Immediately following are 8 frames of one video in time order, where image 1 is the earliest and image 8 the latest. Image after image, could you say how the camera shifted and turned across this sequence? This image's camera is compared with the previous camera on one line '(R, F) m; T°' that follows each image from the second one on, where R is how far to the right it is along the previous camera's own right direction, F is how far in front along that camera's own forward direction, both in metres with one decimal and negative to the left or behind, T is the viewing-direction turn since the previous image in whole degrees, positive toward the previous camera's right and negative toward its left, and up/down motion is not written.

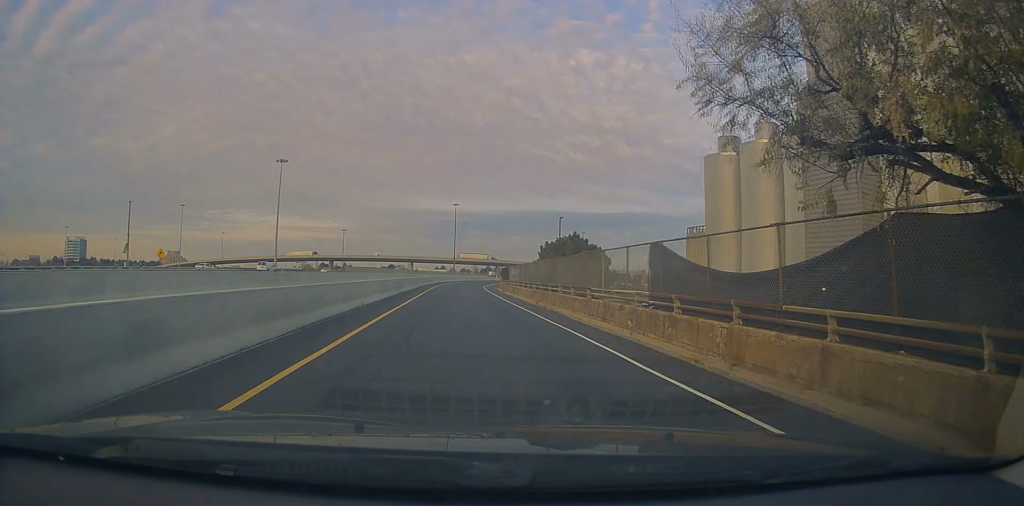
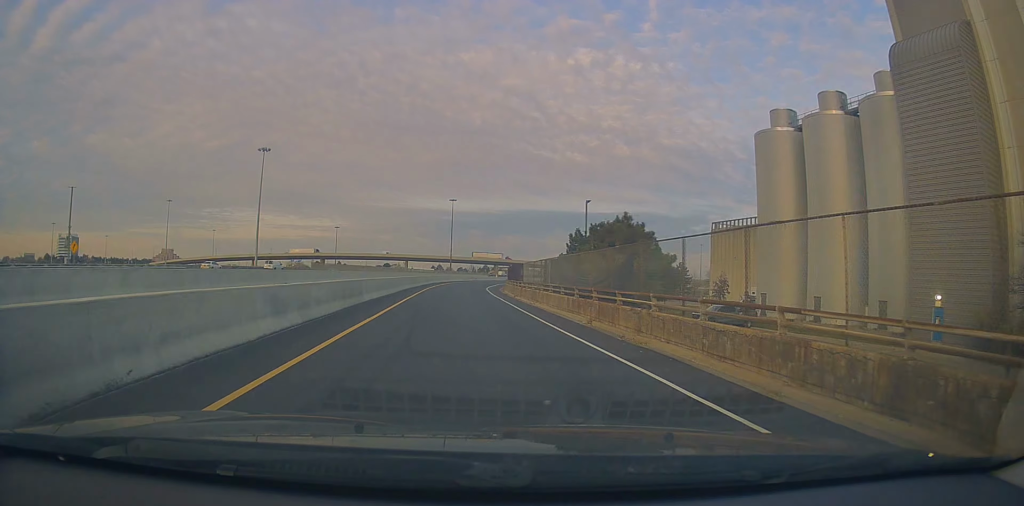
(0.0, +14.1) m; +1°
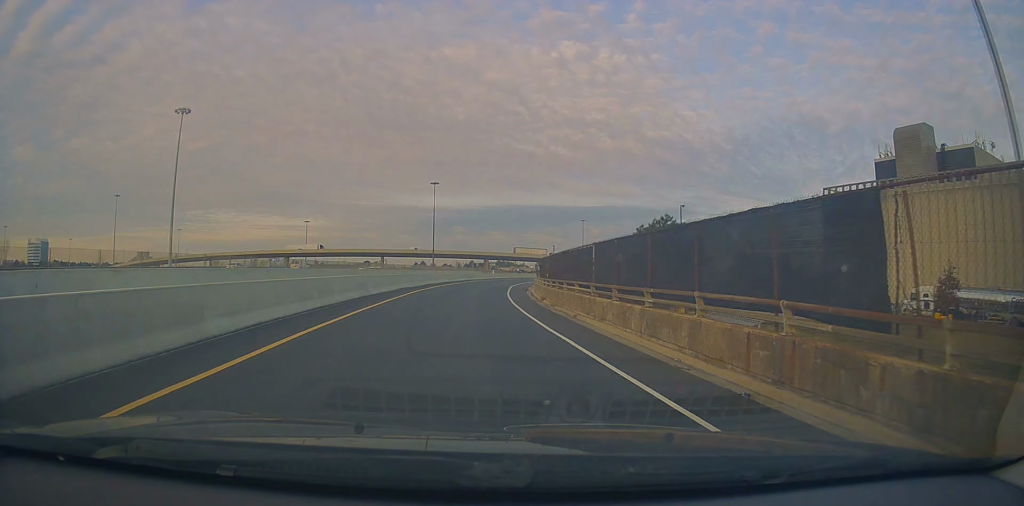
(+0.8, +42.1) m; +3°
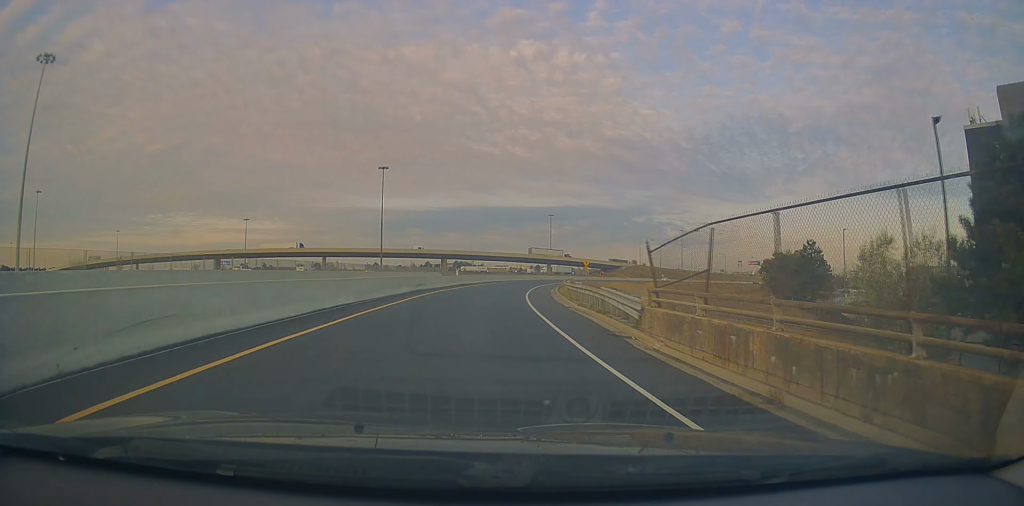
(+1.8, +36.6) m; +6°
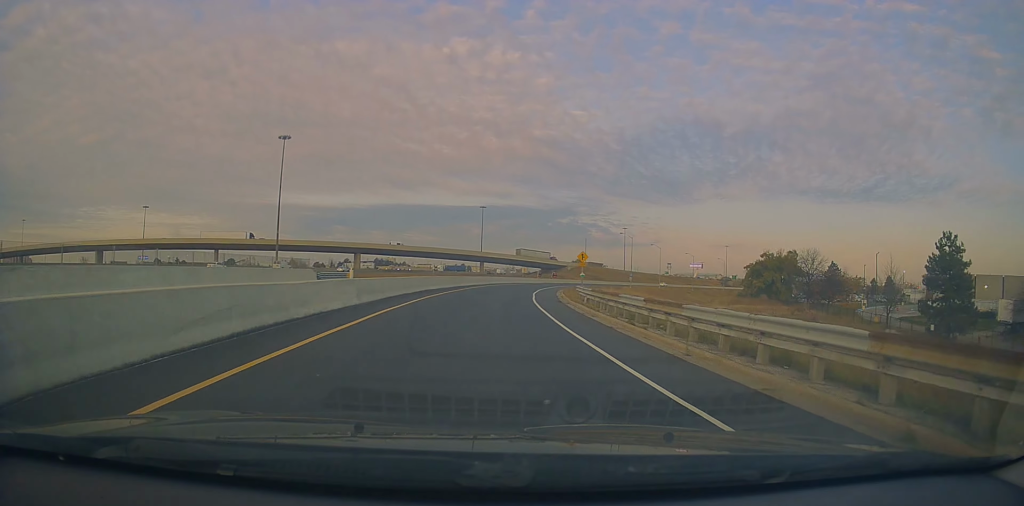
(+1.5, +39.6) m; +7°
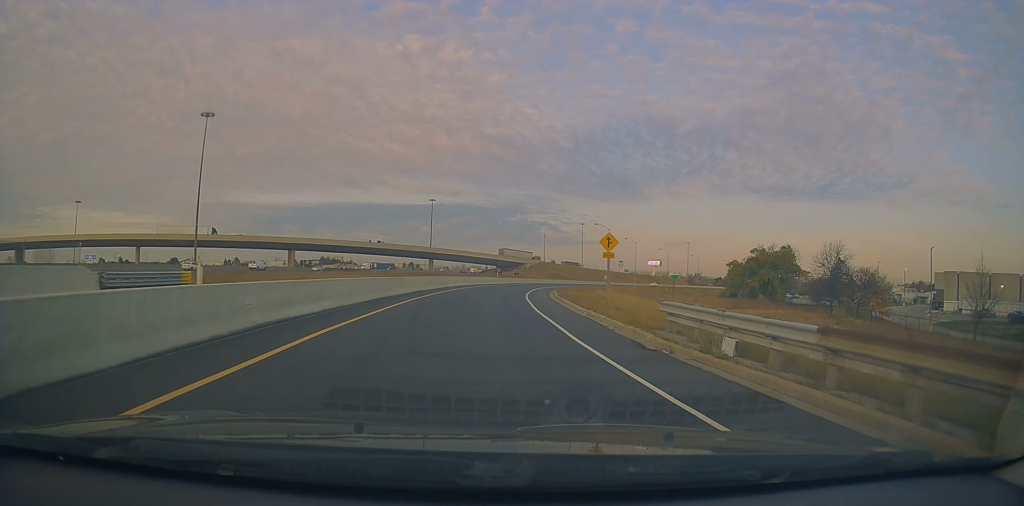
(+1.6, +21.9) m; +6°
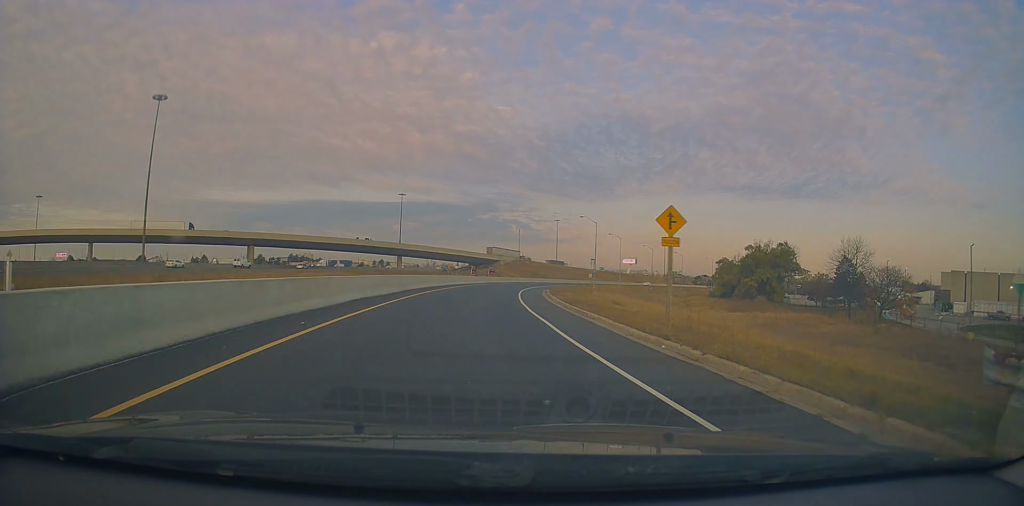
(+0.3, +11.9) m; +3°
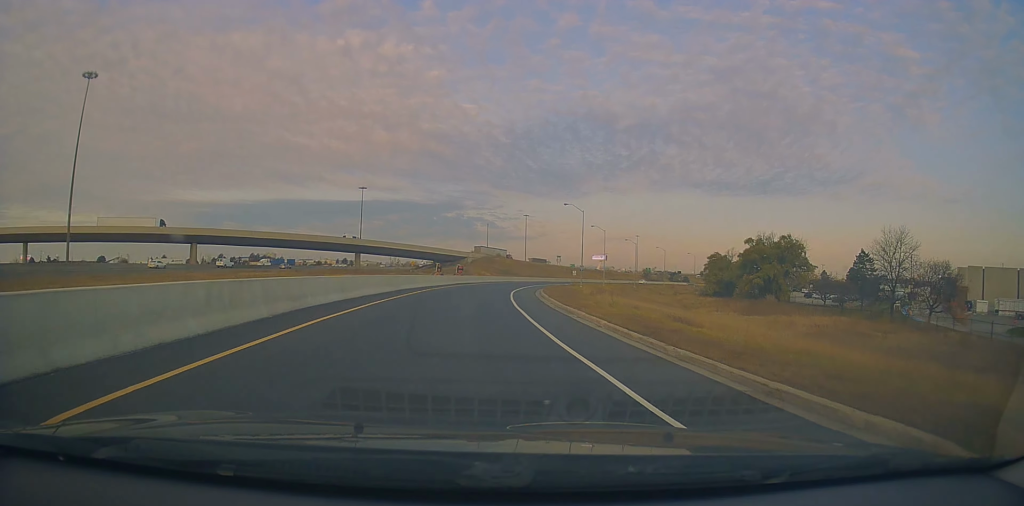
(+0.4, +16.2) m; +2°
